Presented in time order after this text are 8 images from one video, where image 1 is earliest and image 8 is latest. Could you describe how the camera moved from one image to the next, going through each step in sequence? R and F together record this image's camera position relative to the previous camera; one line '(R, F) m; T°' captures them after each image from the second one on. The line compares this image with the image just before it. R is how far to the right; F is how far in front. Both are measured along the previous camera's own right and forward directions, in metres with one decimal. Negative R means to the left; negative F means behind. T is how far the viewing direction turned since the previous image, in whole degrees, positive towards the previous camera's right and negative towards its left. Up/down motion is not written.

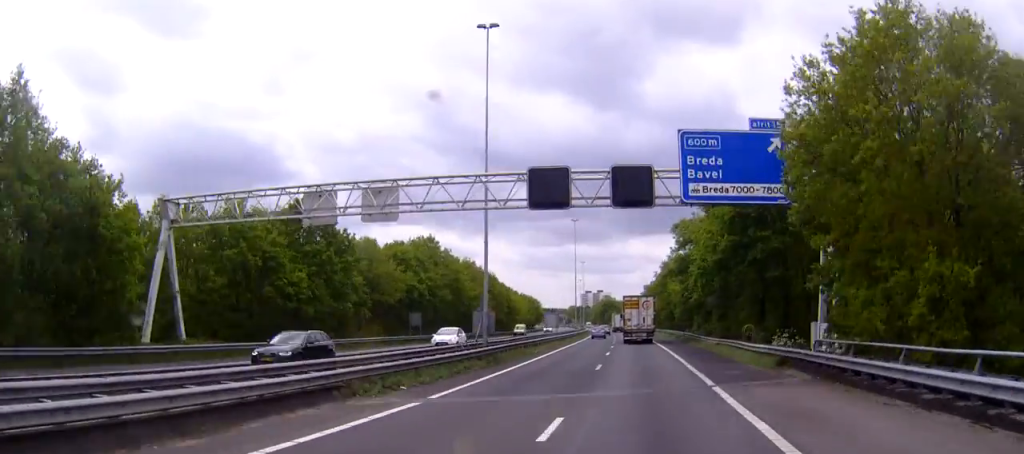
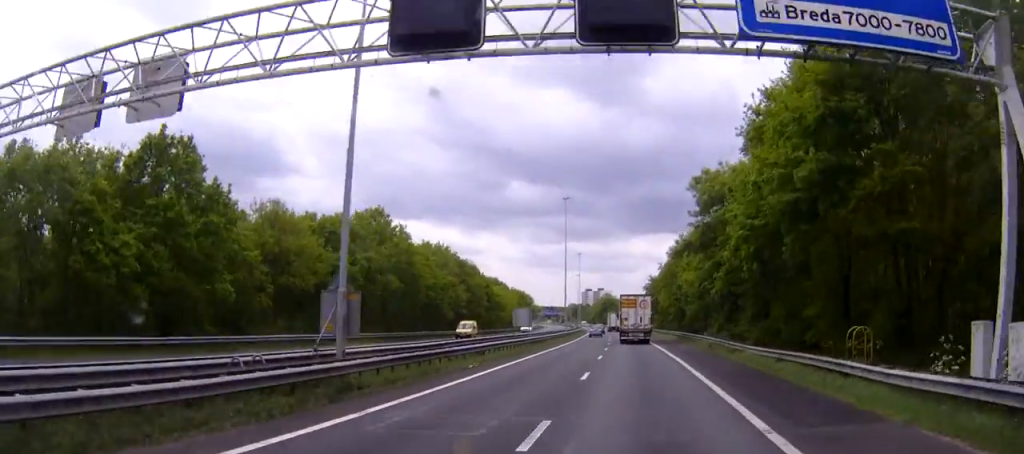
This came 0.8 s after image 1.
(0.0, +18.9) m; 0°
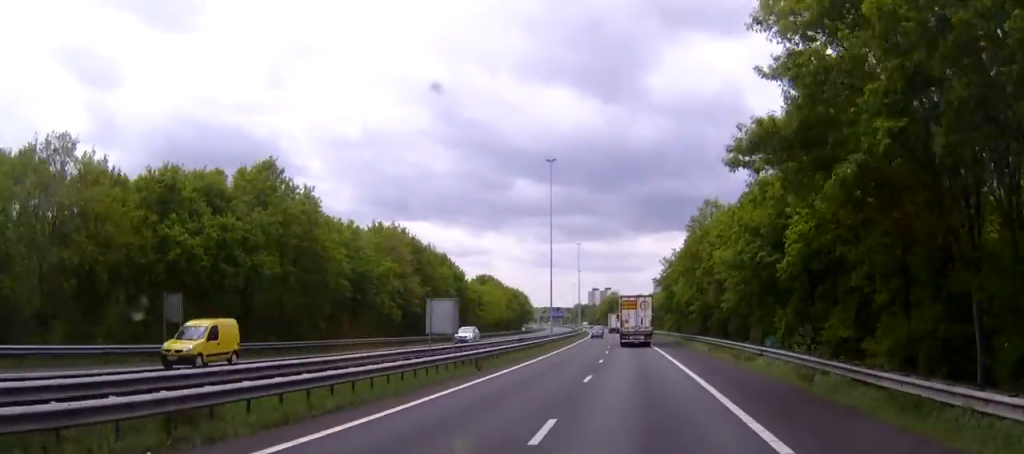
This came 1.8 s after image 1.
(-0.1, +23.5) m; -1°
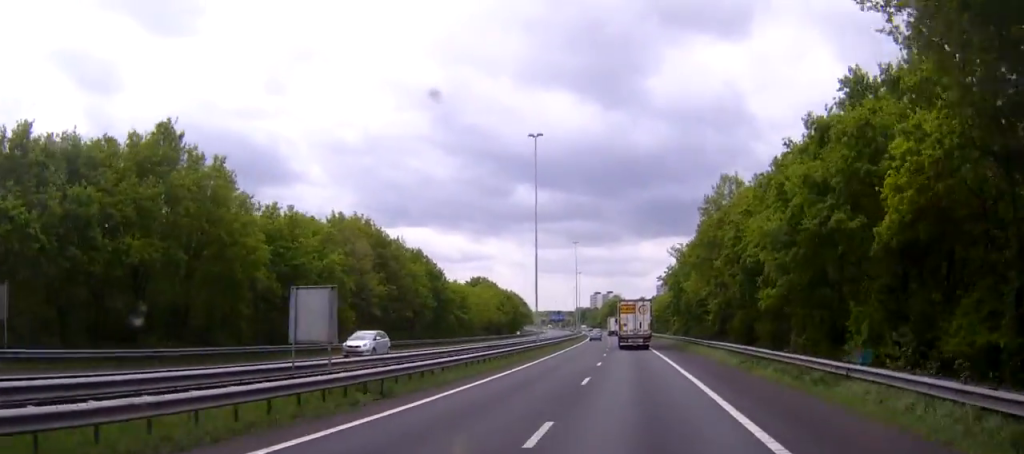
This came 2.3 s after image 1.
(0.0, +12.5) m; 0°
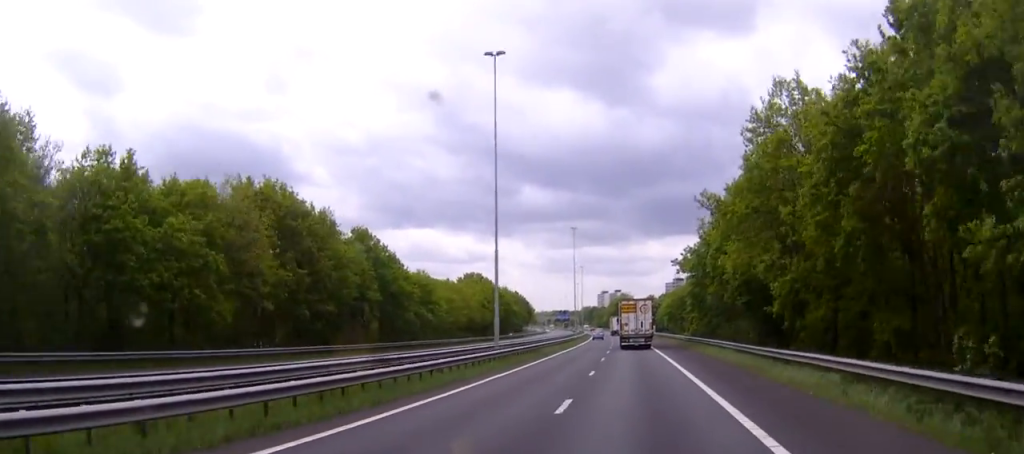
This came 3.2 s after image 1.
(-0.1, +20.1) m; 0°
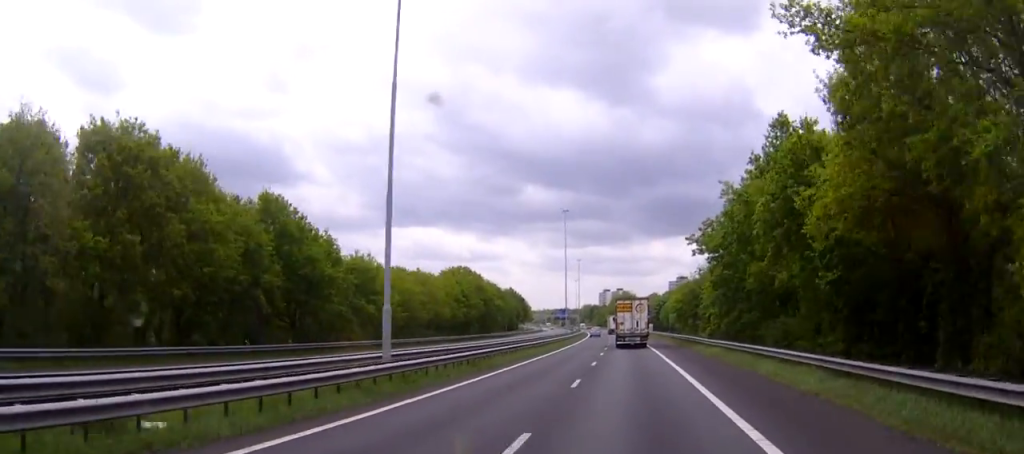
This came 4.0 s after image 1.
(0.0, +18.5) m; 0°
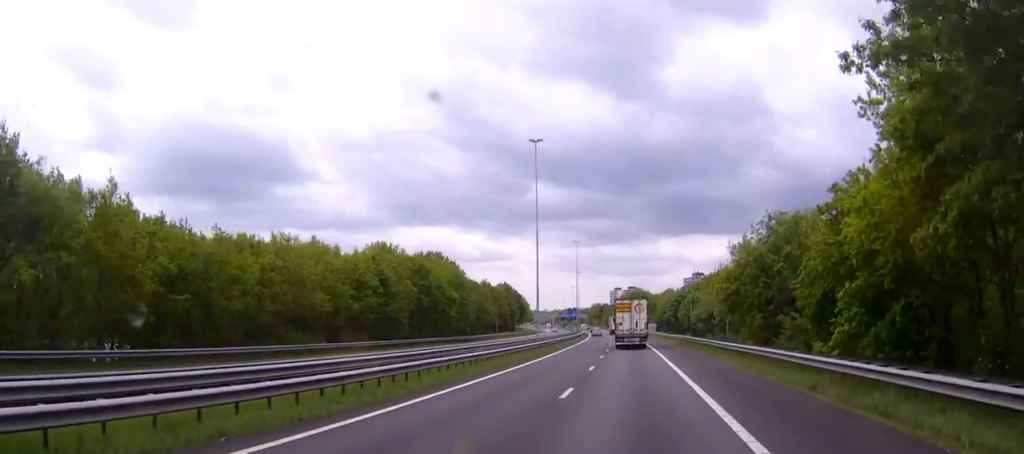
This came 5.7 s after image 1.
(0.0, +39.2) m; 0°
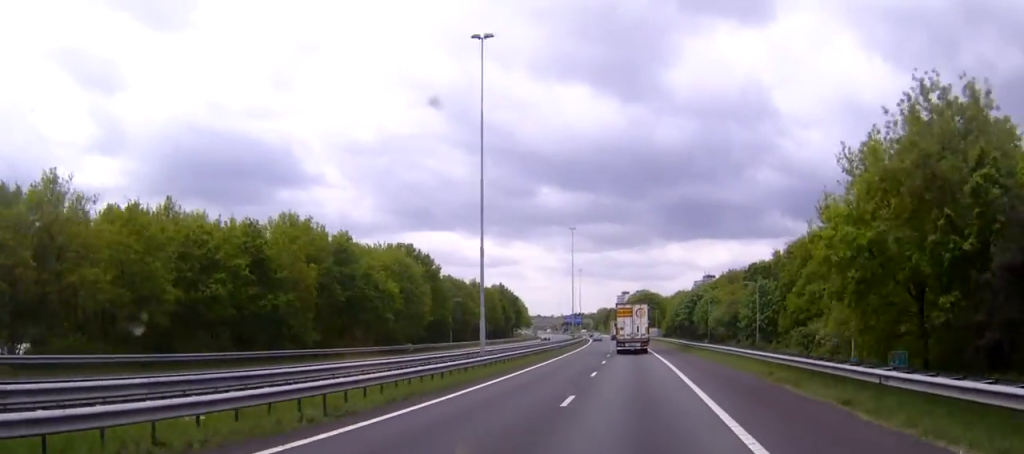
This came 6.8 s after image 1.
(-0.2, +25.4) m; -1°
